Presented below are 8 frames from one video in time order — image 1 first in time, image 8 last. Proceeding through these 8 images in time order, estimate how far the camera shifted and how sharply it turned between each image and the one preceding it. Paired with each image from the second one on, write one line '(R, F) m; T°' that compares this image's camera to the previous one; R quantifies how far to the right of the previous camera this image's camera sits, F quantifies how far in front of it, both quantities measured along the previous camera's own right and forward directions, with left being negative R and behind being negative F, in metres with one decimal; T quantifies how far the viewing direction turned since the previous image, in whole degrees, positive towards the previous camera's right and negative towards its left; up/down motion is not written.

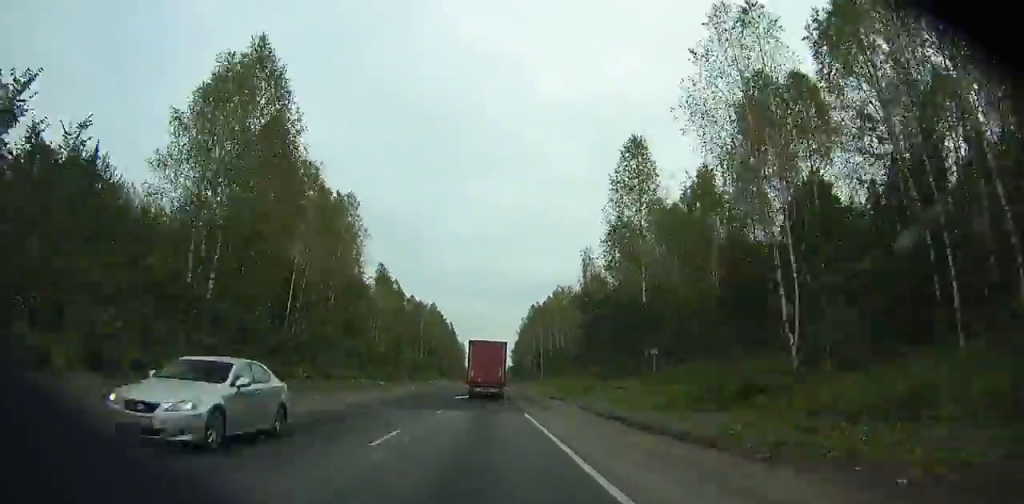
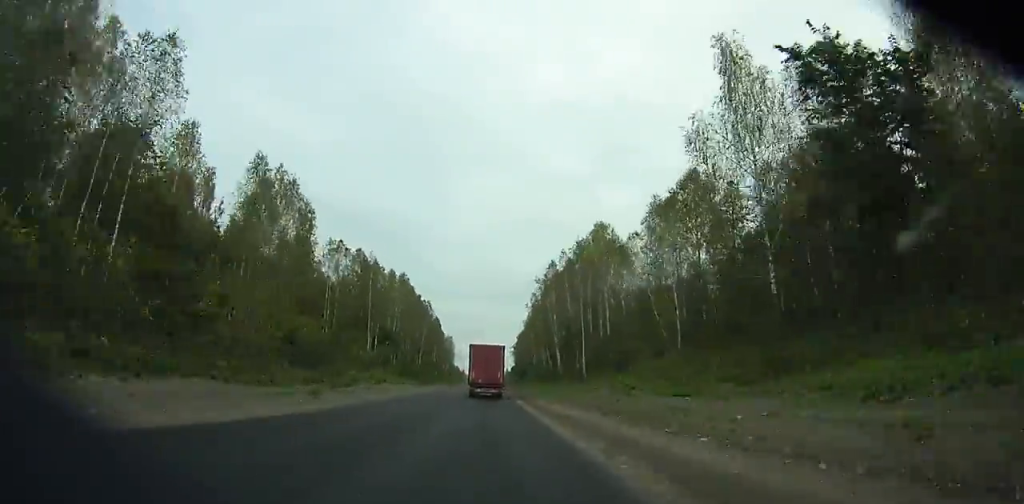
(+2.4, +59.2) m; +3°
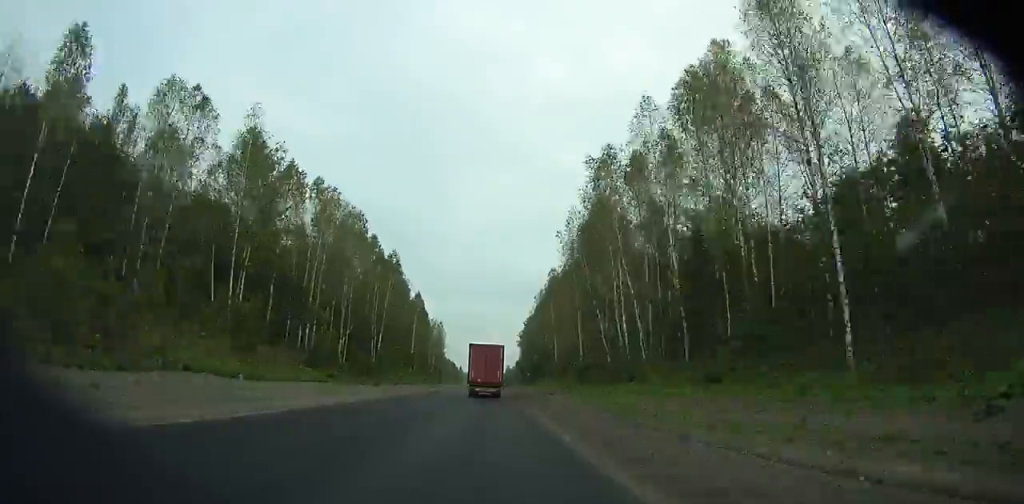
(+0.4, +48.5) m; +1°
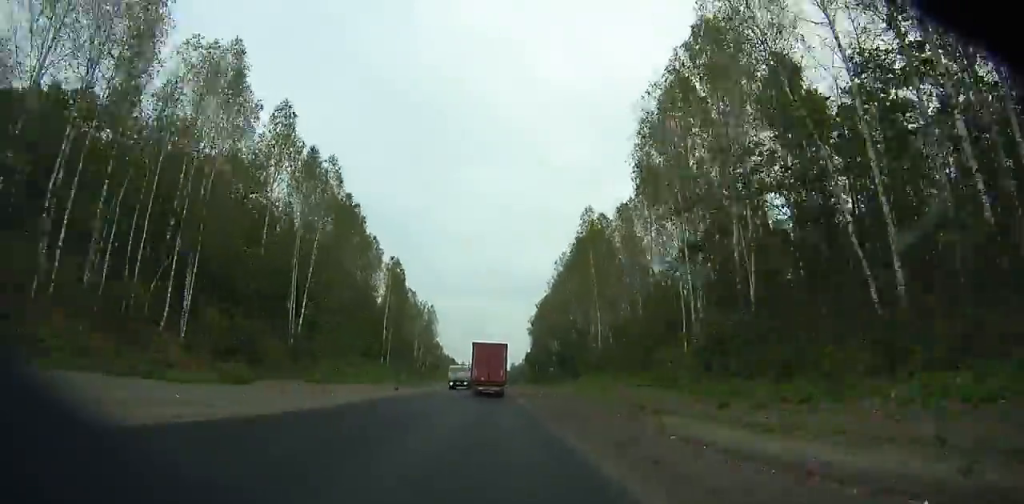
(-0.8, +37.4) m; +1°
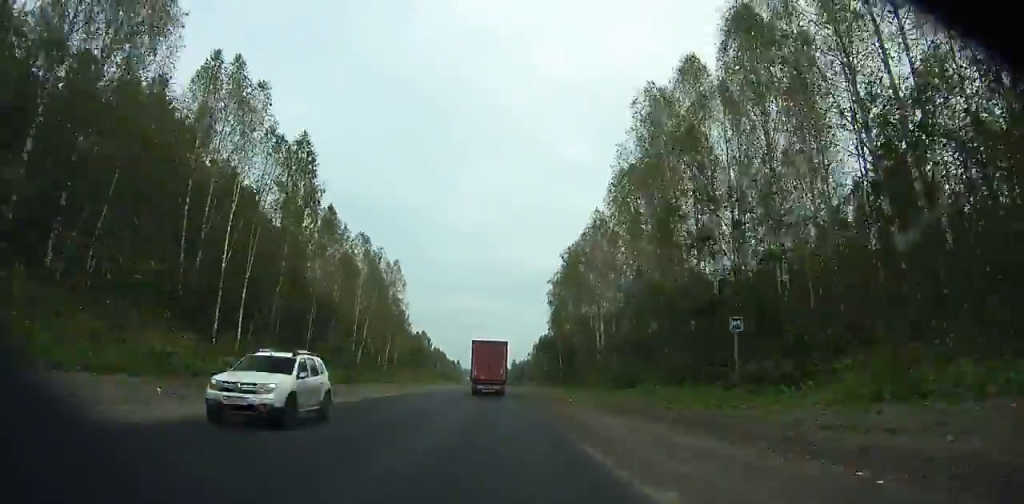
(+2.6, +56.7) m; -1°
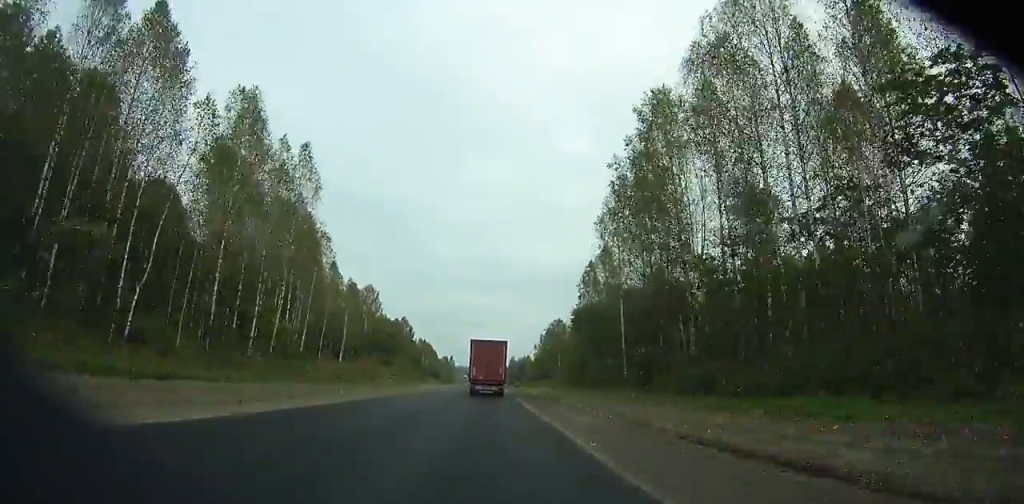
(-2.6, +43.9) m; -4°
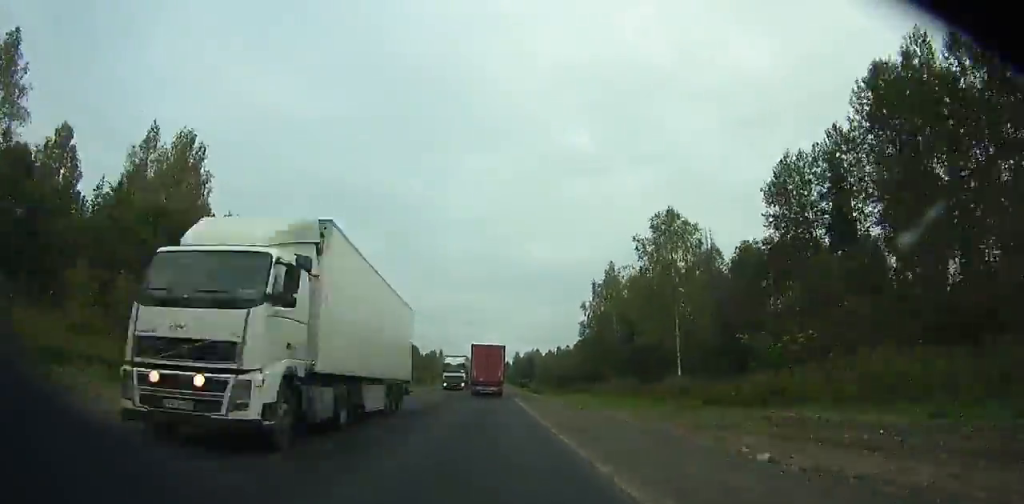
(-3.4, +83.1) m; -2°
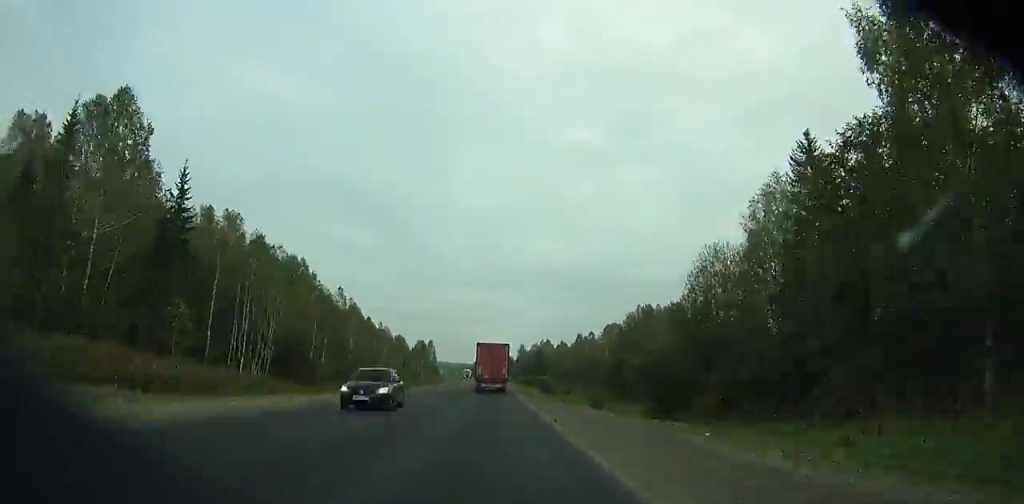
(+0.6, +56.6) m; +2°
